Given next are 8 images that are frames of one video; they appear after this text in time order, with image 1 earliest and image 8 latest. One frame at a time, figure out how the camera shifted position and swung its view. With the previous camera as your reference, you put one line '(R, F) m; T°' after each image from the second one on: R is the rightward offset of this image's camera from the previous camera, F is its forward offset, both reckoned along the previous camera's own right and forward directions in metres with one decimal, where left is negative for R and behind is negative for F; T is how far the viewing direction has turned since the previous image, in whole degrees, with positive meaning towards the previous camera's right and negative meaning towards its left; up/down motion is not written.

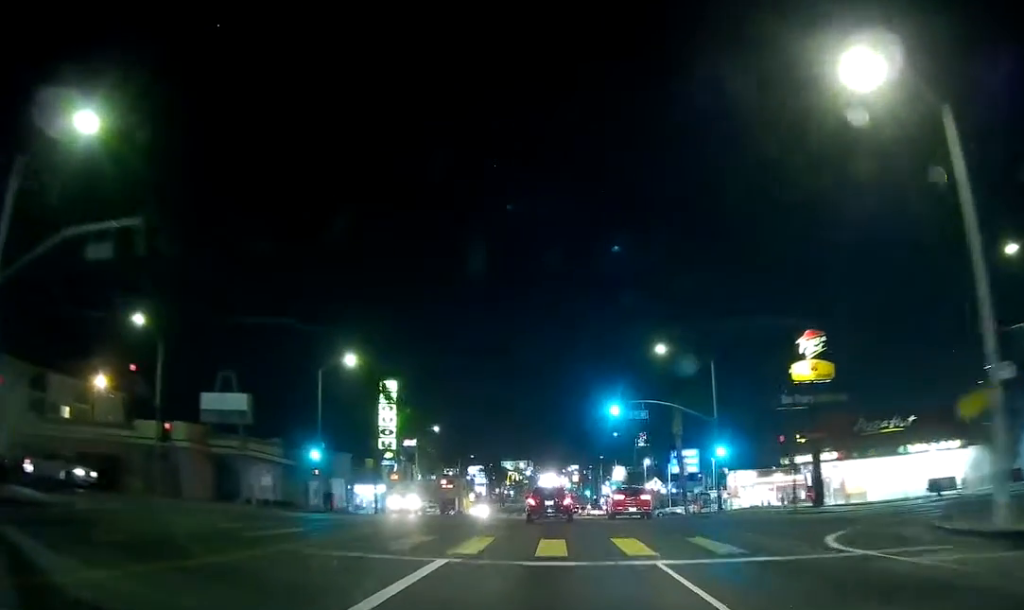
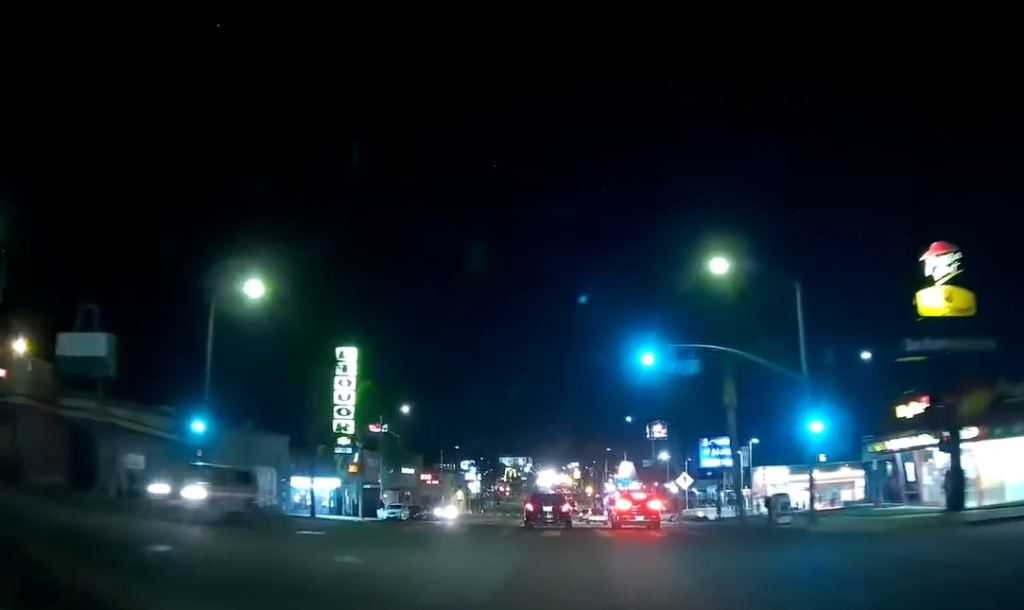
(-0.2, +16.6) m; -1°
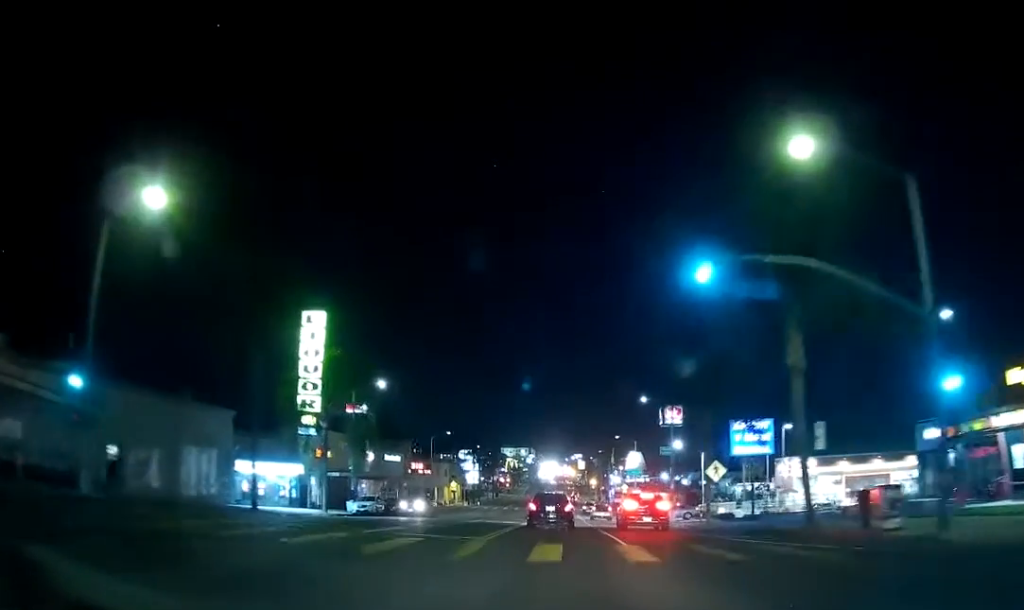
(0.0, +10.3) m; 0°
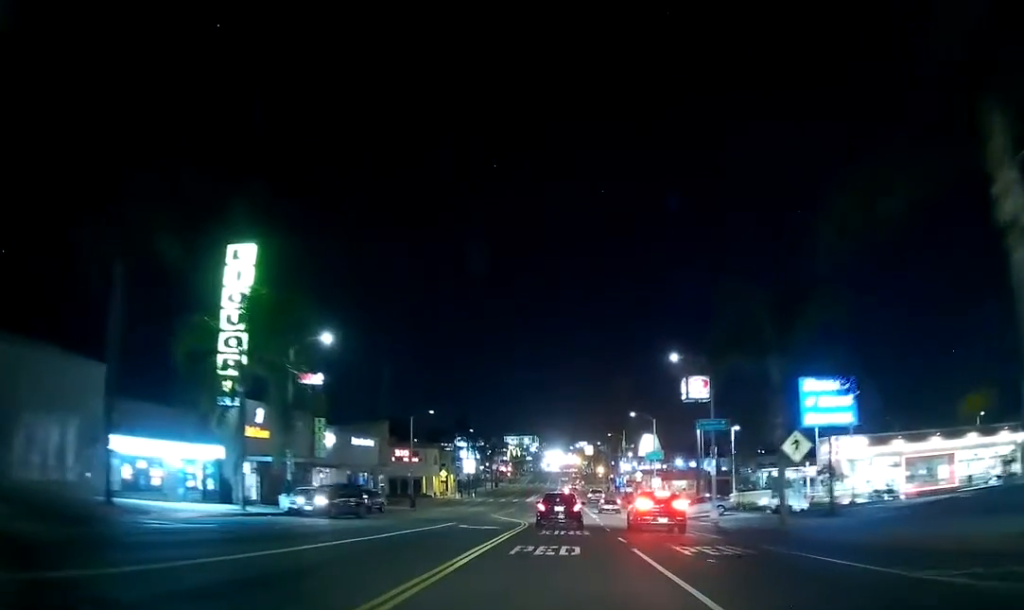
(0.0, +14.6) m; -2°
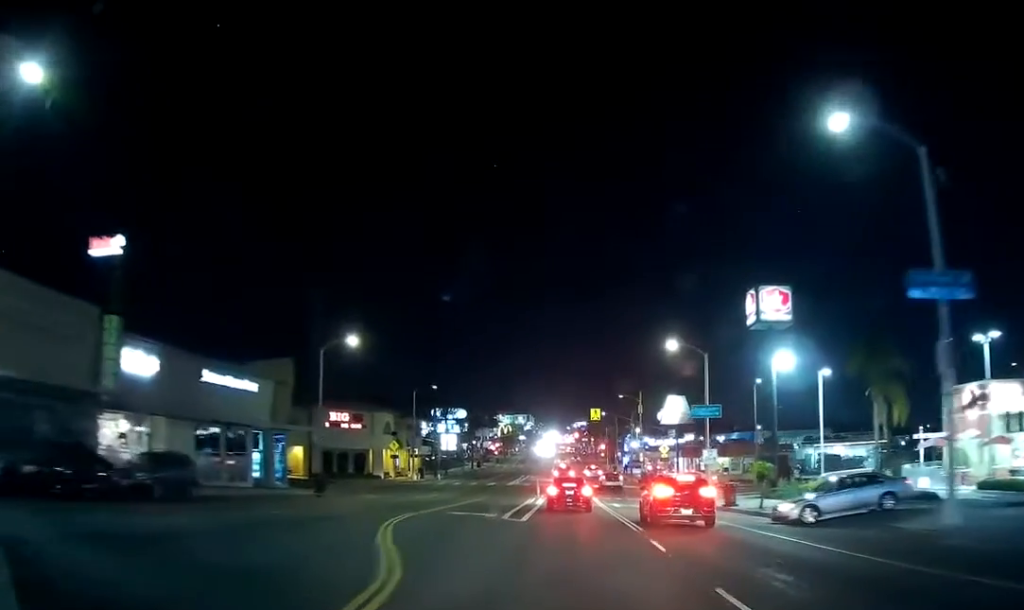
(-0.7, +29.5) m; +3°
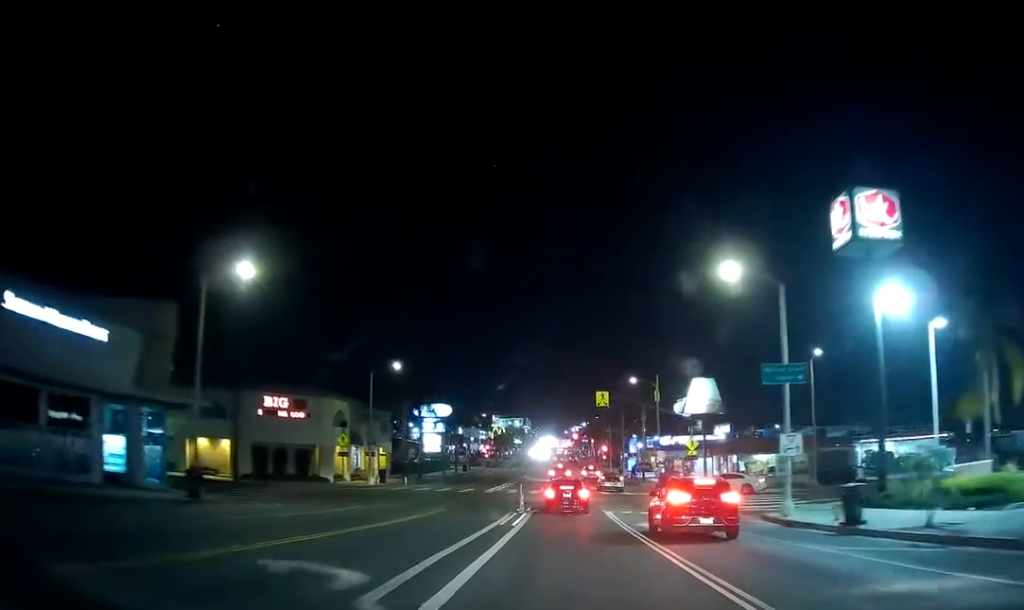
(+1.1, +17.4) m; +3°
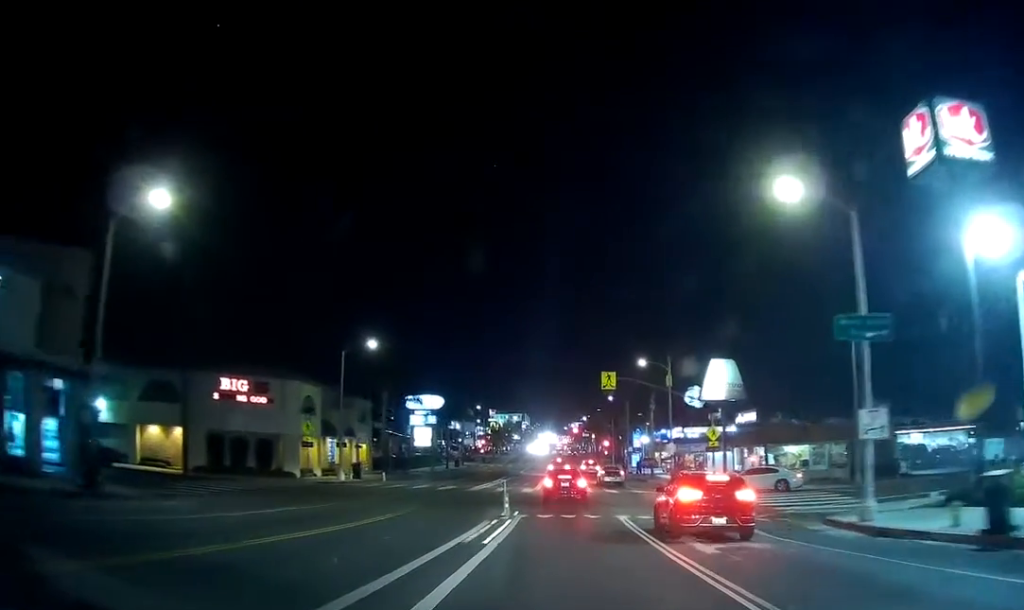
(-0.3, +8.0) m; -2°
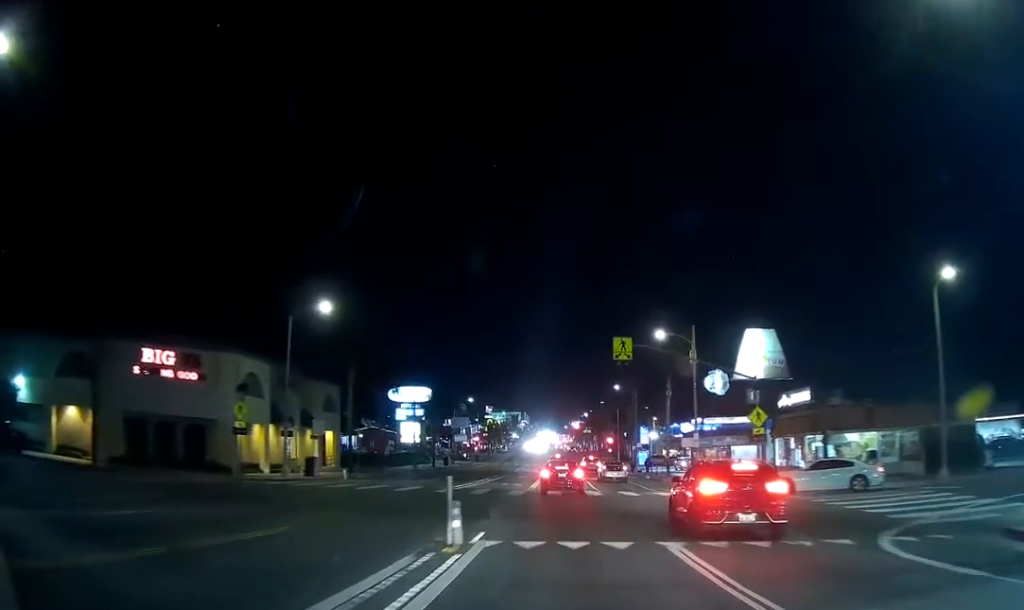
(-0.3, +11.3) m; -2°
